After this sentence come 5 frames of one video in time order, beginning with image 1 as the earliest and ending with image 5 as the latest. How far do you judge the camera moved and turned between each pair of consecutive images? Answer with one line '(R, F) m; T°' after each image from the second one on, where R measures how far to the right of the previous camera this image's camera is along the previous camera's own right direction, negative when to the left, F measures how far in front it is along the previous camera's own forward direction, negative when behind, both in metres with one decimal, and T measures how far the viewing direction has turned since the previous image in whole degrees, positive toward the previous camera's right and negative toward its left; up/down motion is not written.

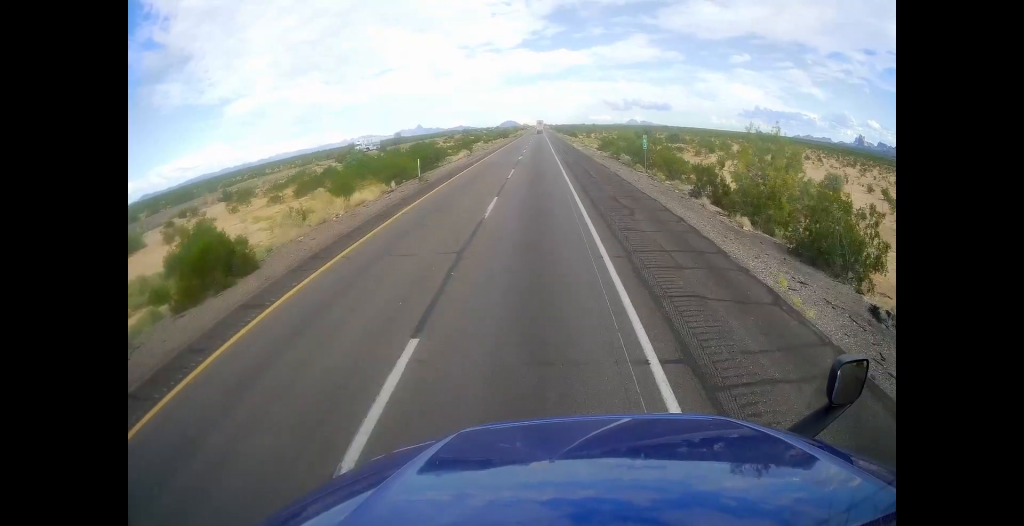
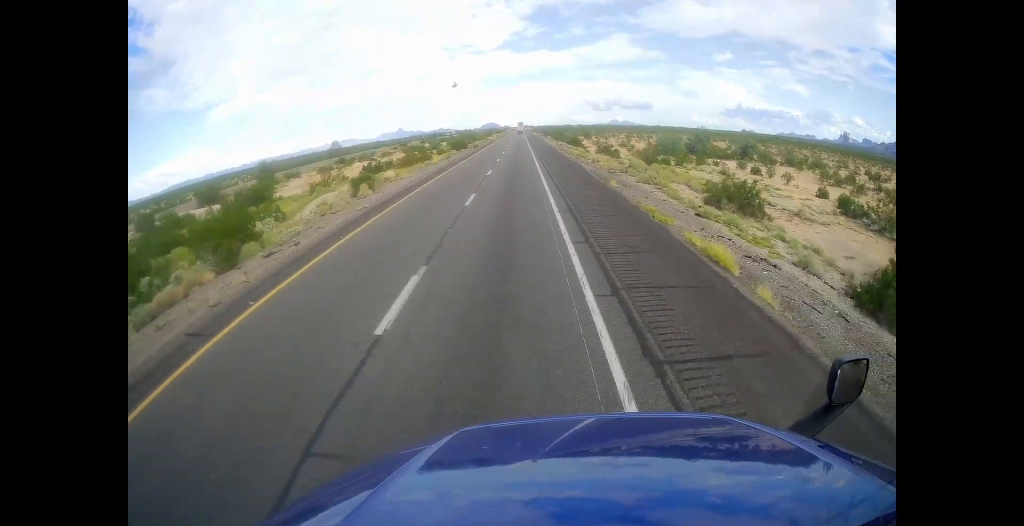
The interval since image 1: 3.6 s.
(+1.3, +62.7) m; +3°
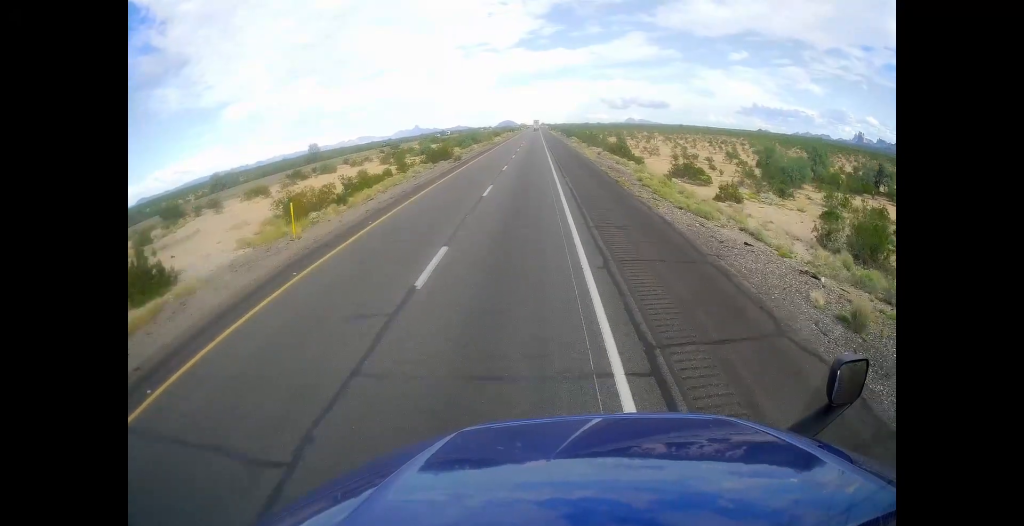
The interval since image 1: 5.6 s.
(-0.9, +34.5) m; -2°
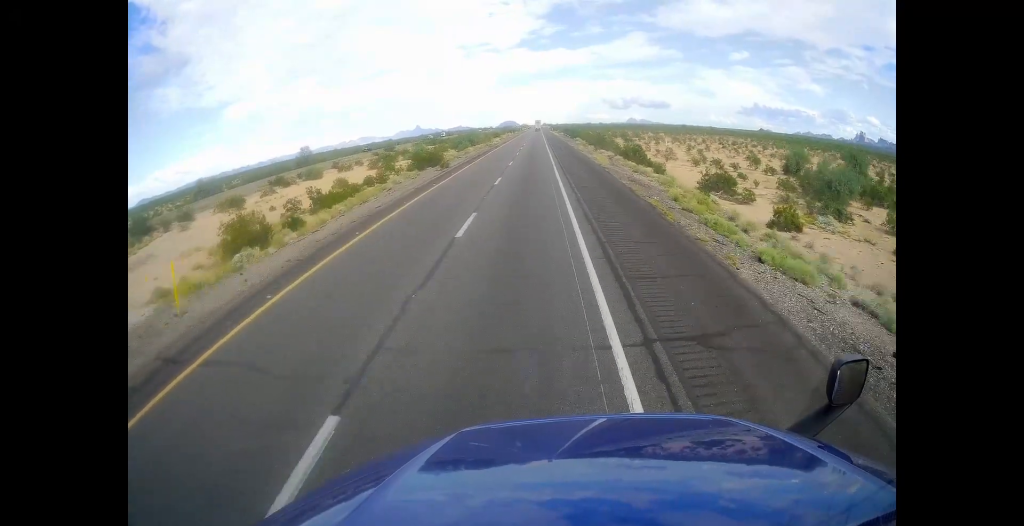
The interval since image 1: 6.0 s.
(0.0, +7.4) m; 0°
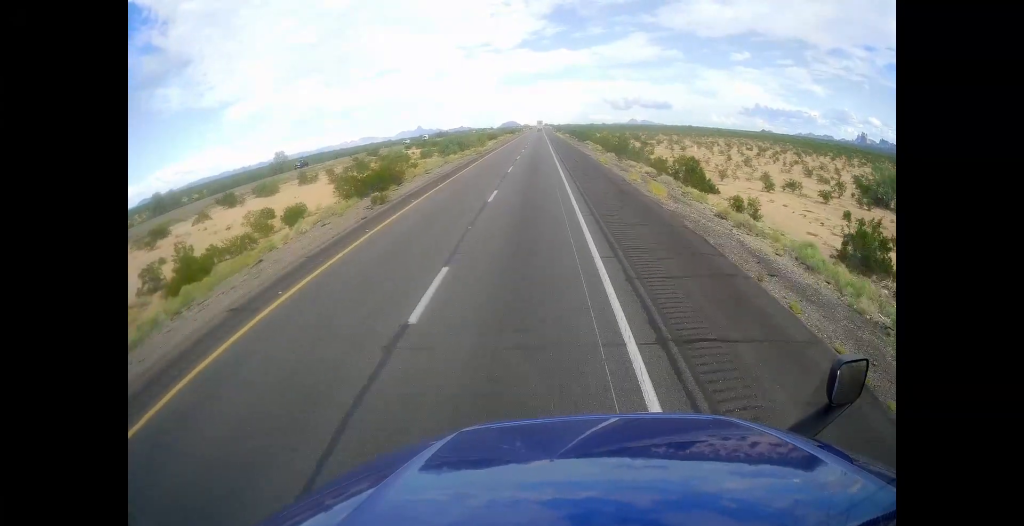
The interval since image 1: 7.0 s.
(0.0, +18.0) m; -1°
